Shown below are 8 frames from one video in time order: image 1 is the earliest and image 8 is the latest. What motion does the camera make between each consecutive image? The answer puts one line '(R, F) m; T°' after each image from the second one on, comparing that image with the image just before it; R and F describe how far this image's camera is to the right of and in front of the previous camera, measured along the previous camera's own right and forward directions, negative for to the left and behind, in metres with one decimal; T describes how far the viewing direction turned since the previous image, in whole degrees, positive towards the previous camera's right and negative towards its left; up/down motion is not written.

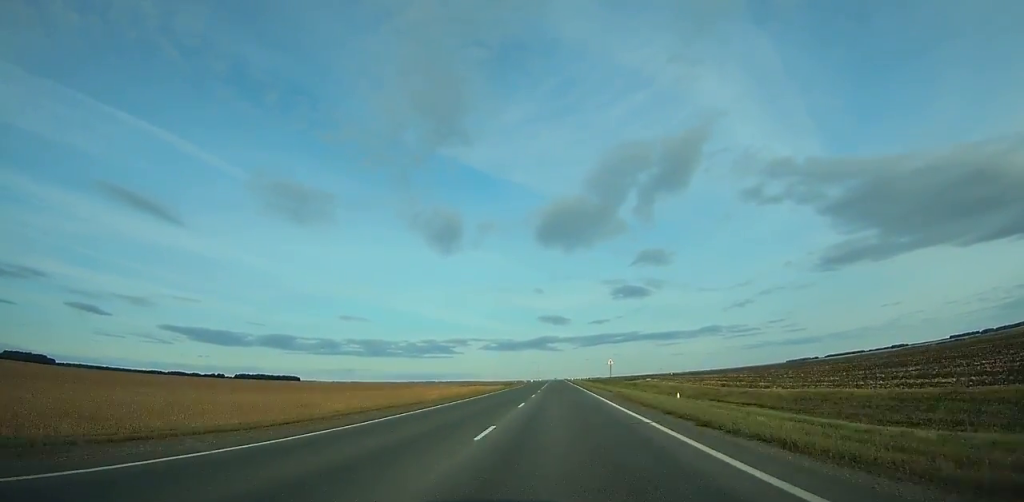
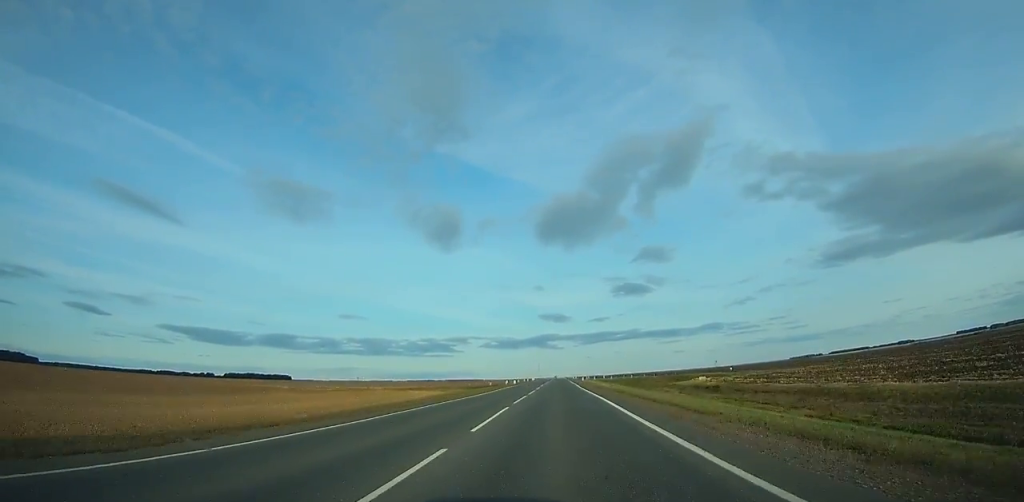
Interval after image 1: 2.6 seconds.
(-0.1, +79.7) m; 0°
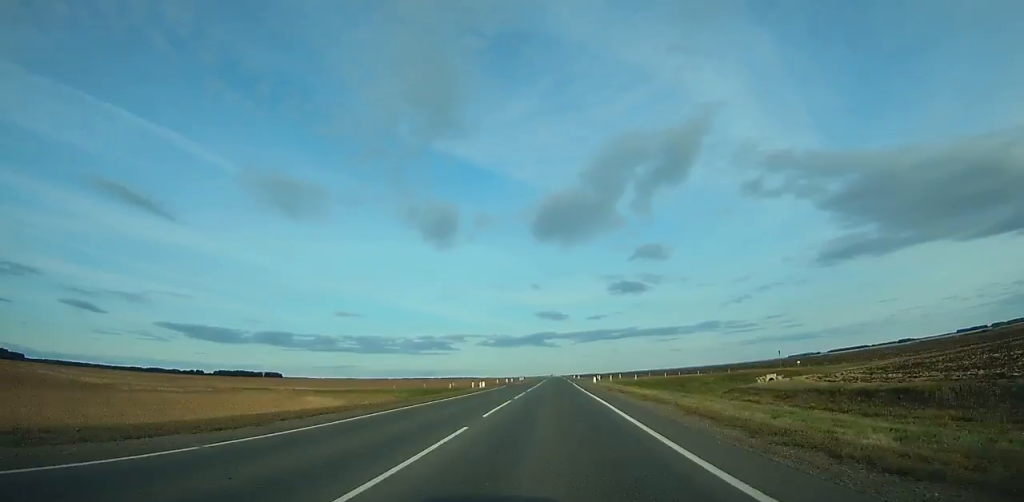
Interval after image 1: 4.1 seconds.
(-0.1, +46.5) m; 0°
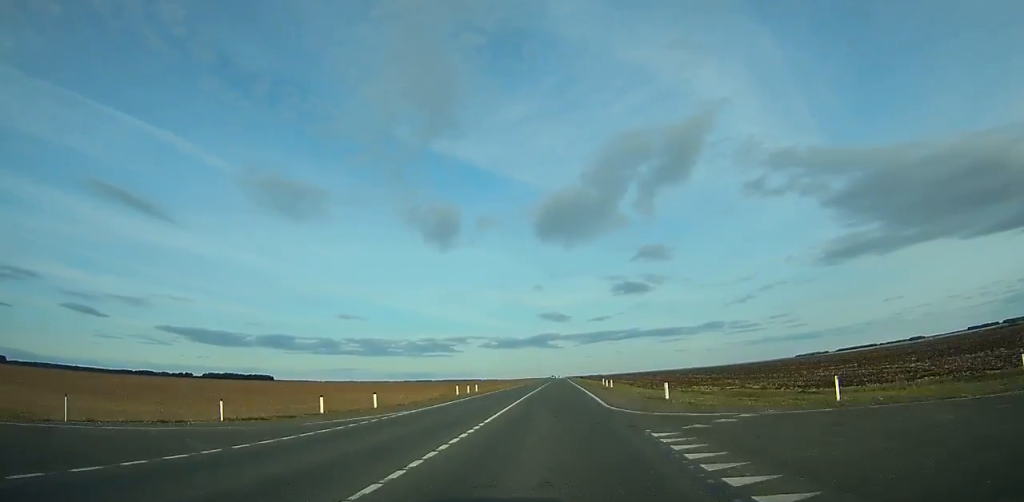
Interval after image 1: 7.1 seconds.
(+0.1, +93.3) m; 0°
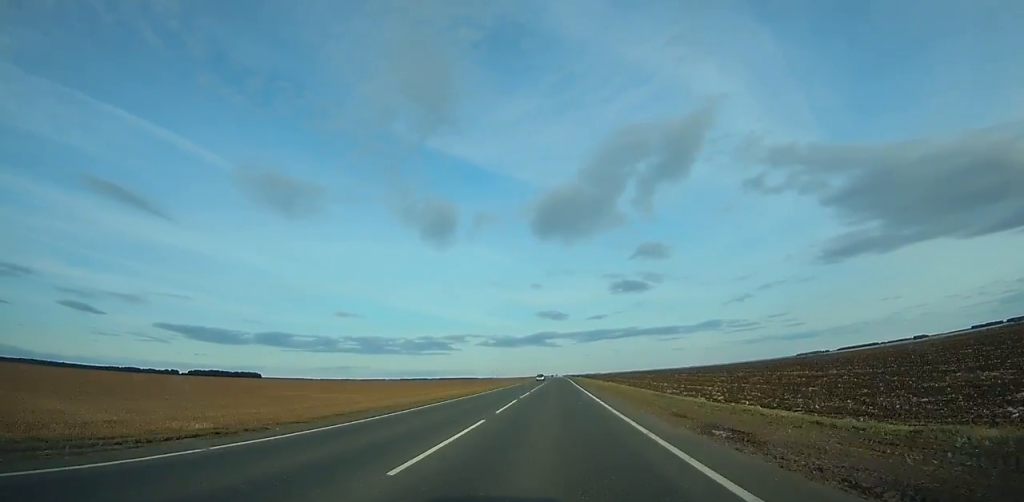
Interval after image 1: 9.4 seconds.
(0.0, +68.9) m; 0°
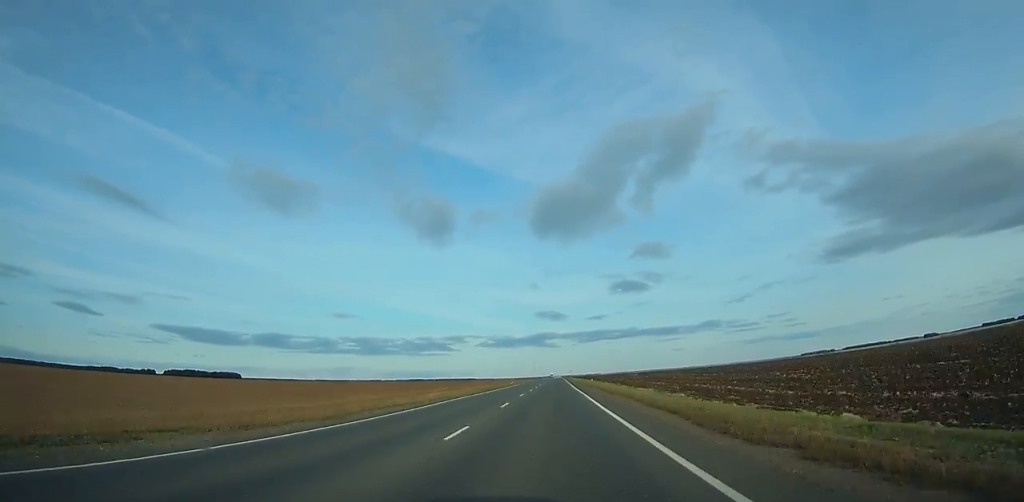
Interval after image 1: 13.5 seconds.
(-0.1, +122.2) m; 0°
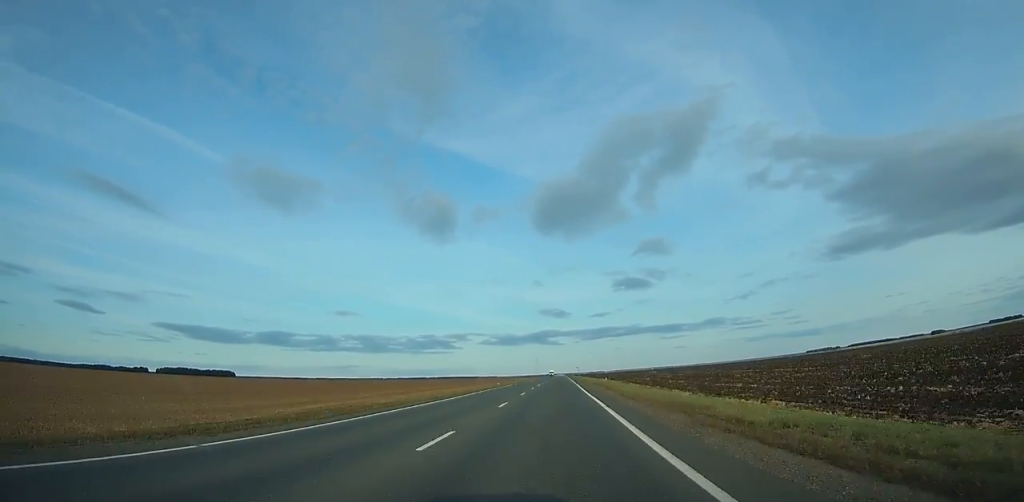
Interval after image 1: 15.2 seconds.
(+0.1, +51.3) m; 0°
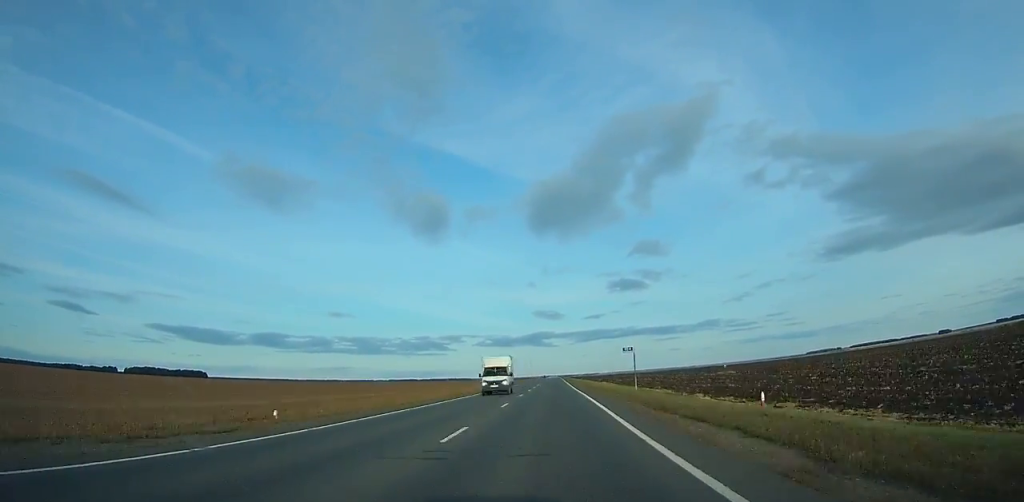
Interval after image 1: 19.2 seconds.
(+0.1, +117.9) m; 0°
